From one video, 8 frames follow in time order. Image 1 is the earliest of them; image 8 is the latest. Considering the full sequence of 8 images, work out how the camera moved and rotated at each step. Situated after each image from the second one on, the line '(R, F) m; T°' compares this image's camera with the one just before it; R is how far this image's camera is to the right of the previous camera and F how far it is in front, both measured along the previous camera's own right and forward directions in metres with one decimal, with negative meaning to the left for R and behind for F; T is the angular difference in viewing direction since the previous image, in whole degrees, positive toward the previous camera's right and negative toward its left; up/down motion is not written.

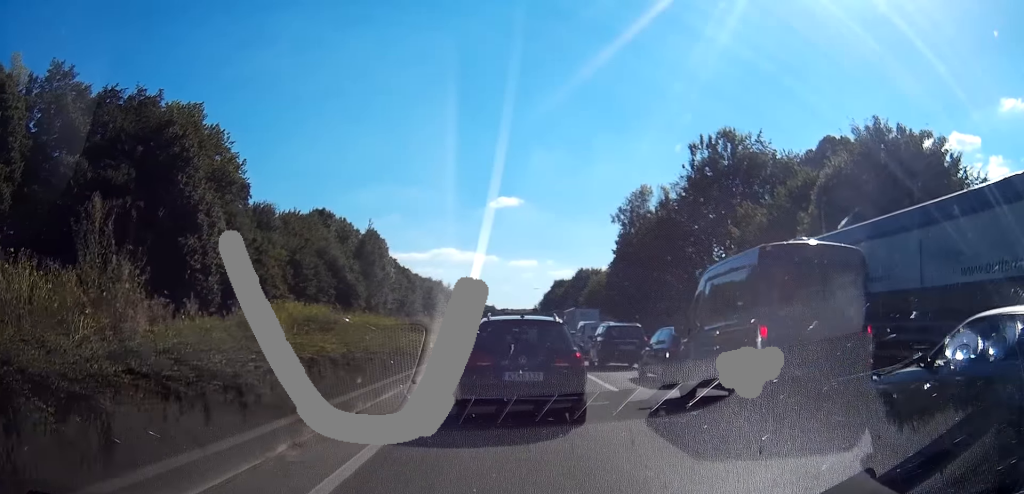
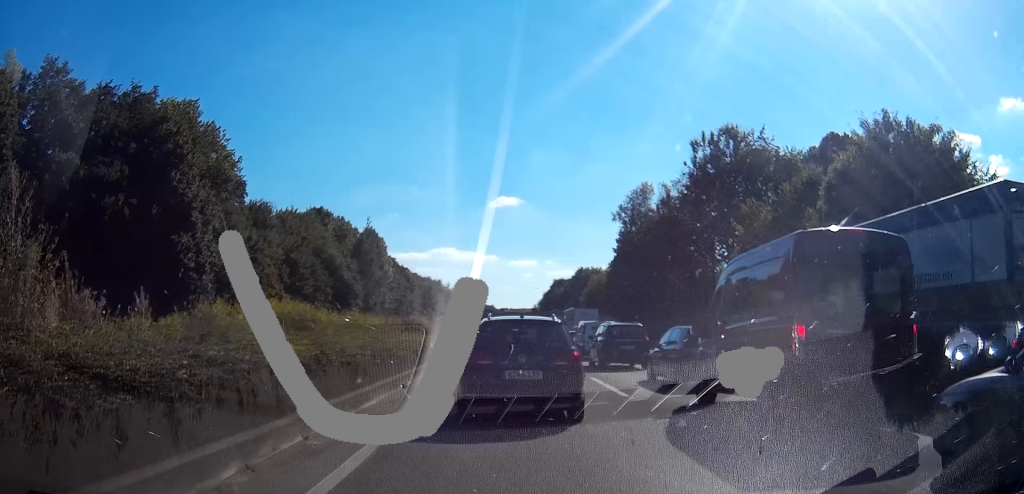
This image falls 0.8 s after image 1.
(0.0, +1.8) m; -1°
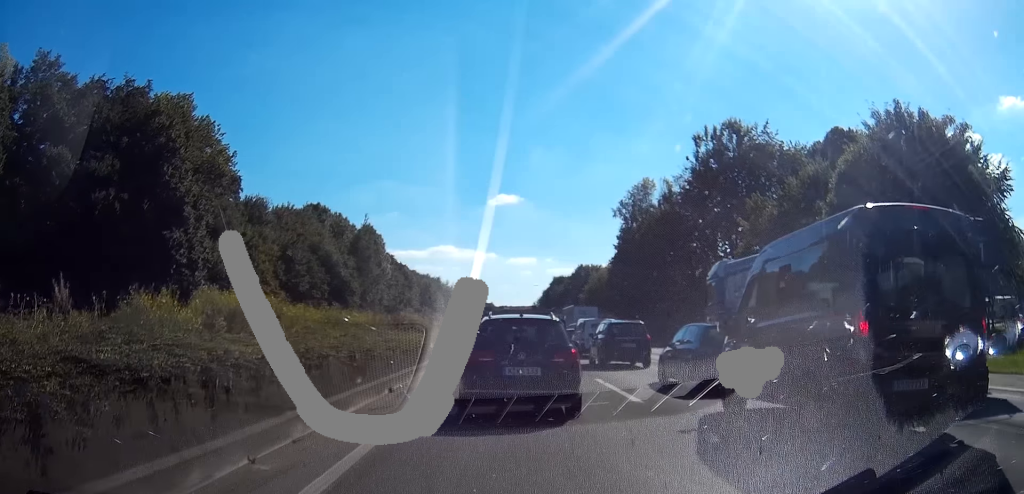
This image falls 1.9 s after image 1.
(-0.1, +2.3) m; -3°
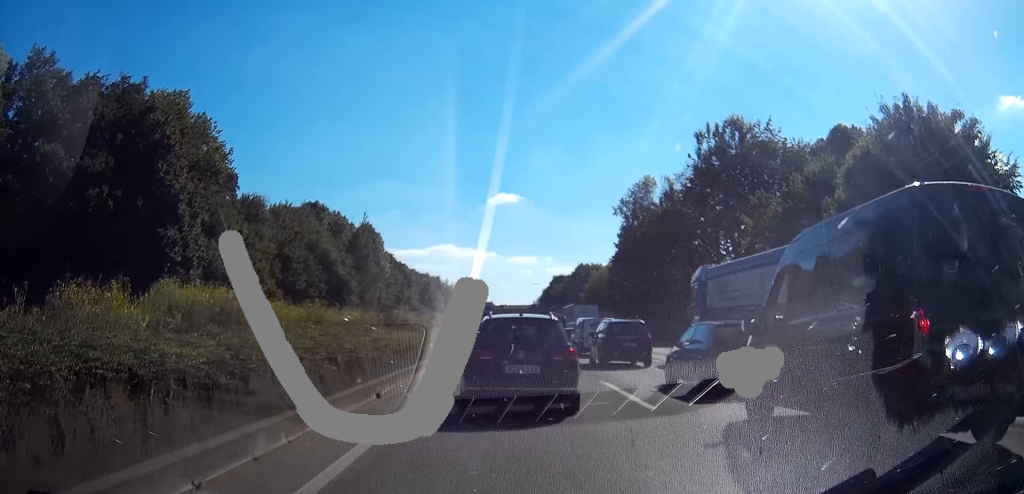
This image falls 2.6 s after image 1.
(-0.1, +1.5) m; 0°
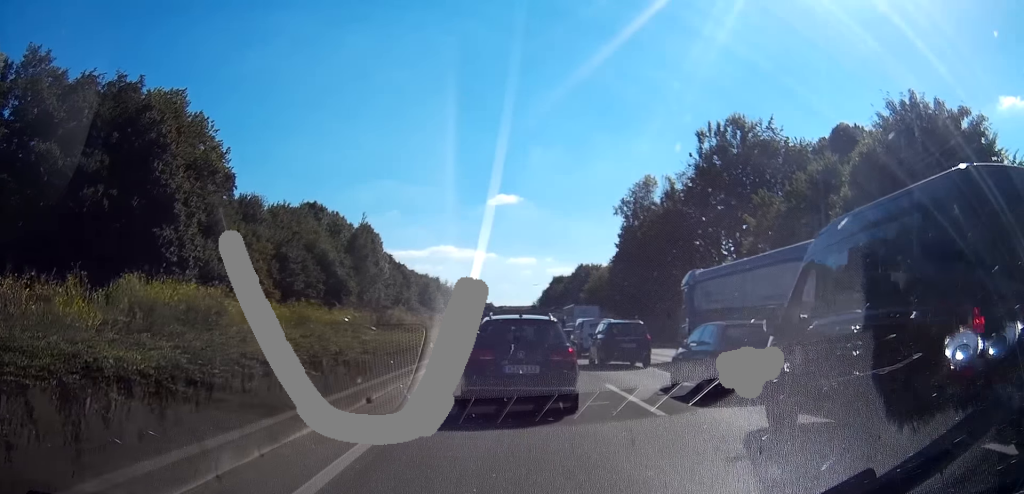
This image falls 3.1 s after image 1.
(0.0, +0.9) m; +1°
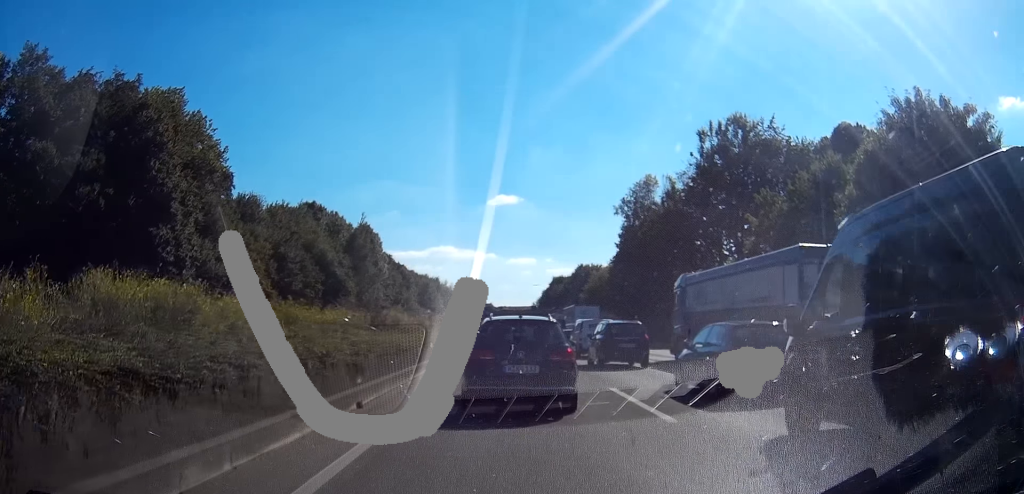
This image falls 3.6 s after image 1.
(0.0, +0.7) m; +1°
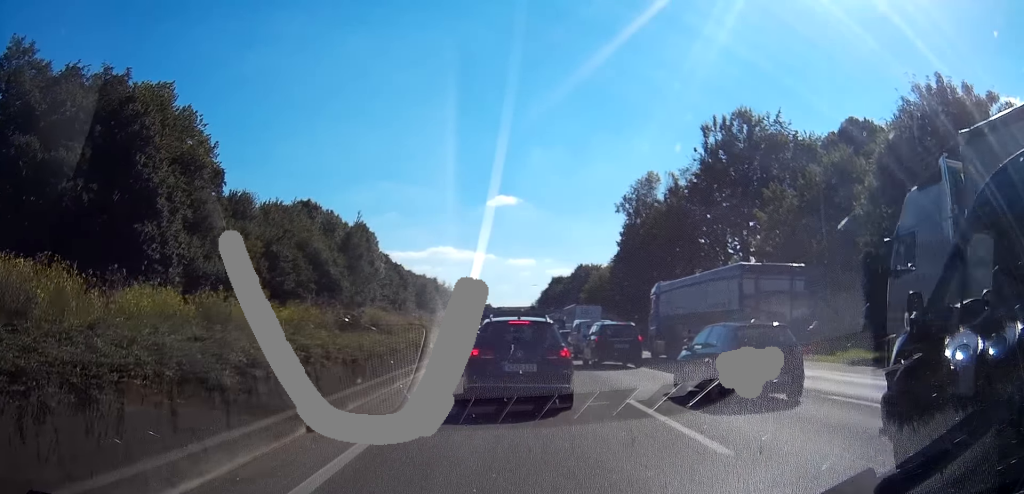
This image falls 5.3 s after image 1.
(0.0, +2.9) m; +4°
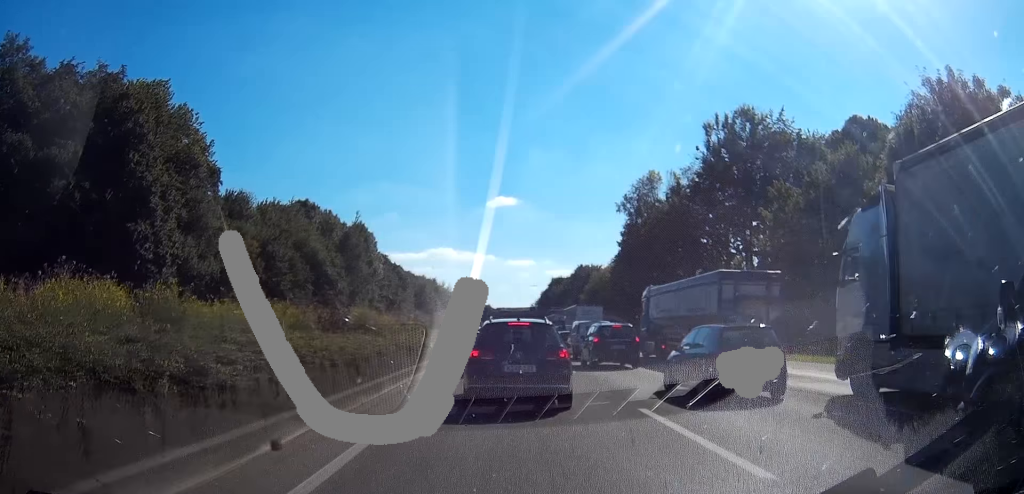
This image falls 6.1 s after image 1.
(+0.1, +1.5) m; +3°
